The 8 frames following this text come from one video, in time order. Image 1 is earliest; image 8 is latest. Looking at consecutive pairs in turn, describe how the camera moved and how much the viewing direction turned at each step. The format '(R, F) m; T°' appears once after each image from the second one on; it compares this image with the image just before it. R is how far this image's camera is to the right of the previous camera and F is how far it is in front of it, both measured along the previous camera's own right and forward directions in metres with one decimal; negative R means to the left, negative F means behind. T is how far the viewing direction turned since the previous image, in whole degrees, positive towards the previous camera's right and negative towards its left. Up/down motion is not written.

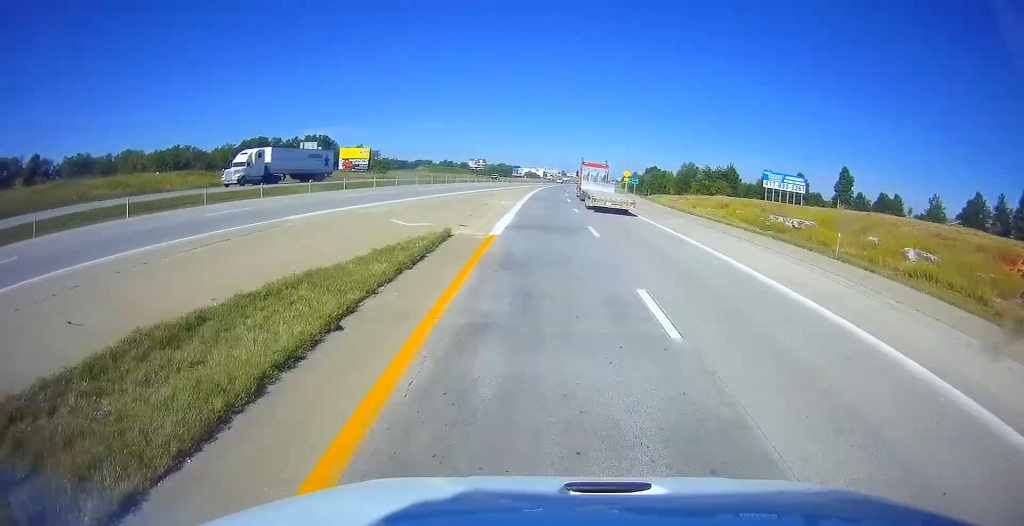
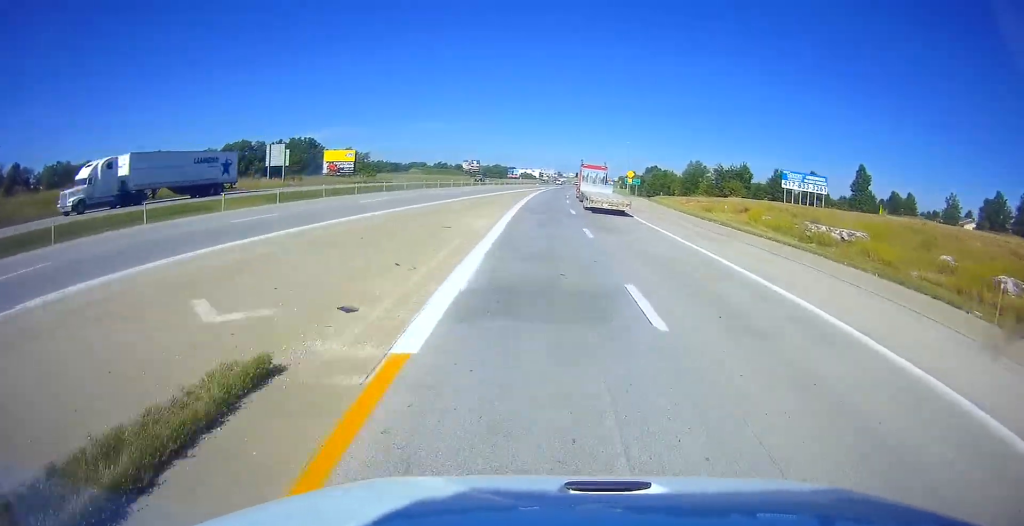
(0.0, +11.7) m; 0°
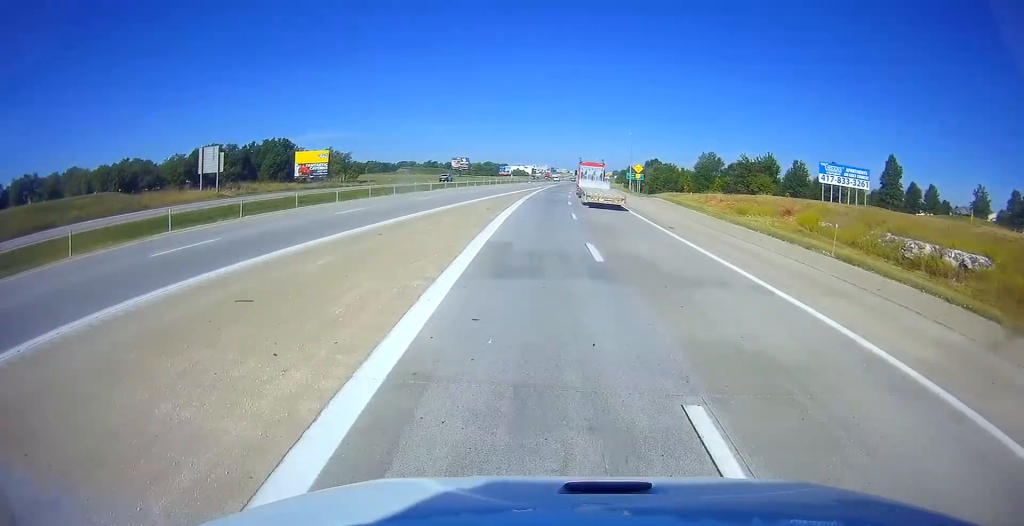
(+0.1, +18.2) m; 0°
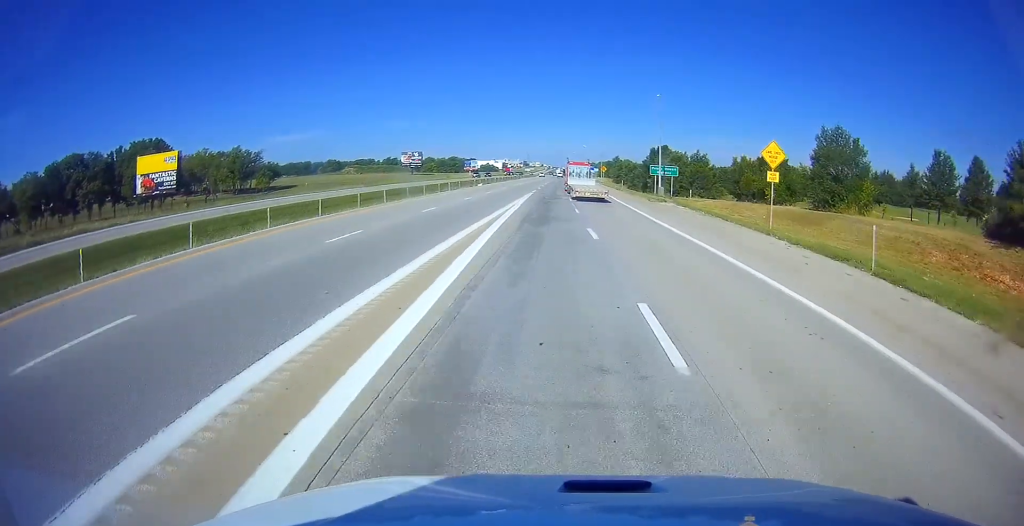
(+1.2, +68.9) m; +3°
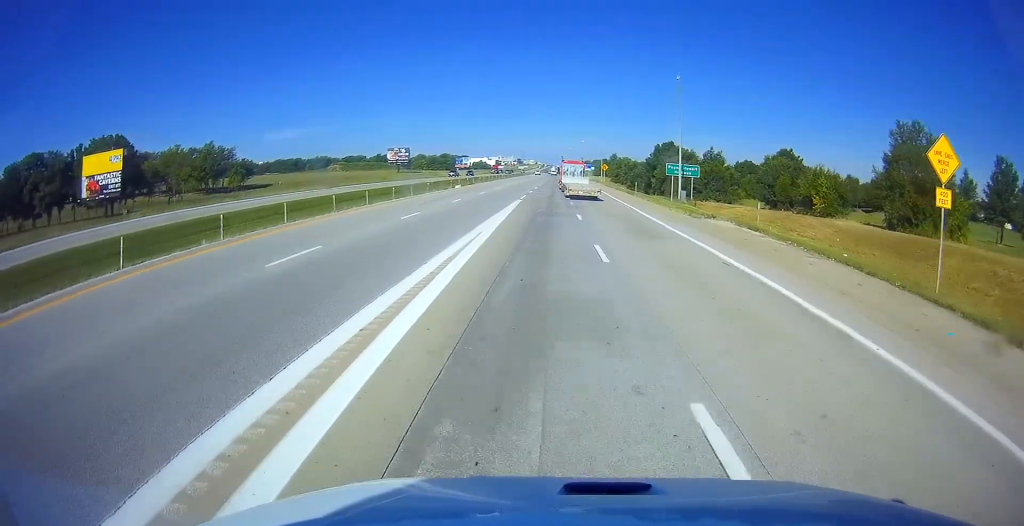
(+0.2, +16.8) m; 0°
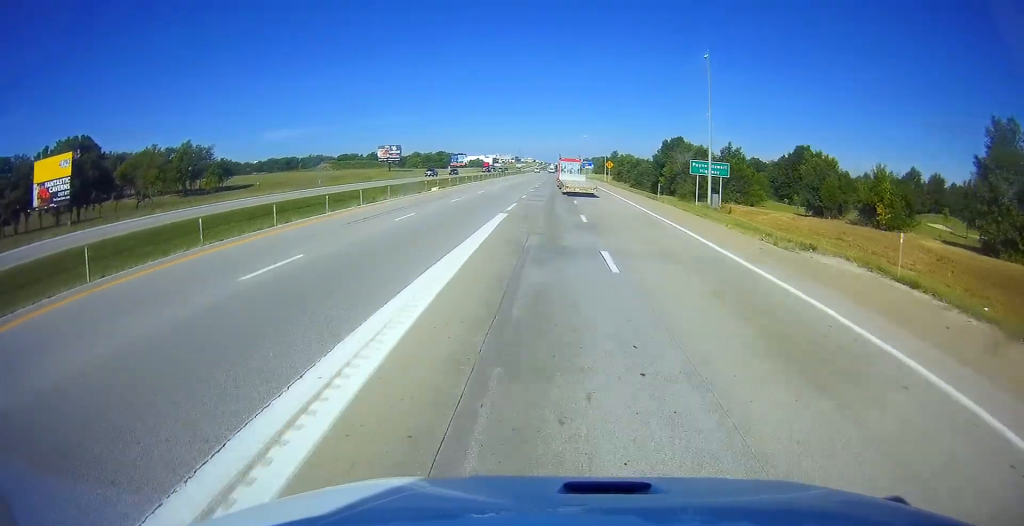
(+0.1, +14.0) m; 0°
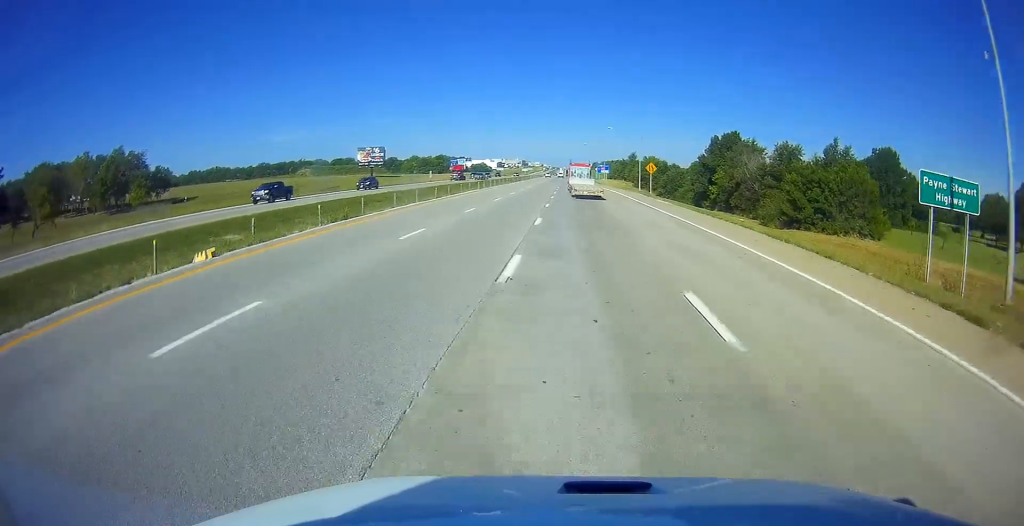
(-0.3, +41.4) m; 0°
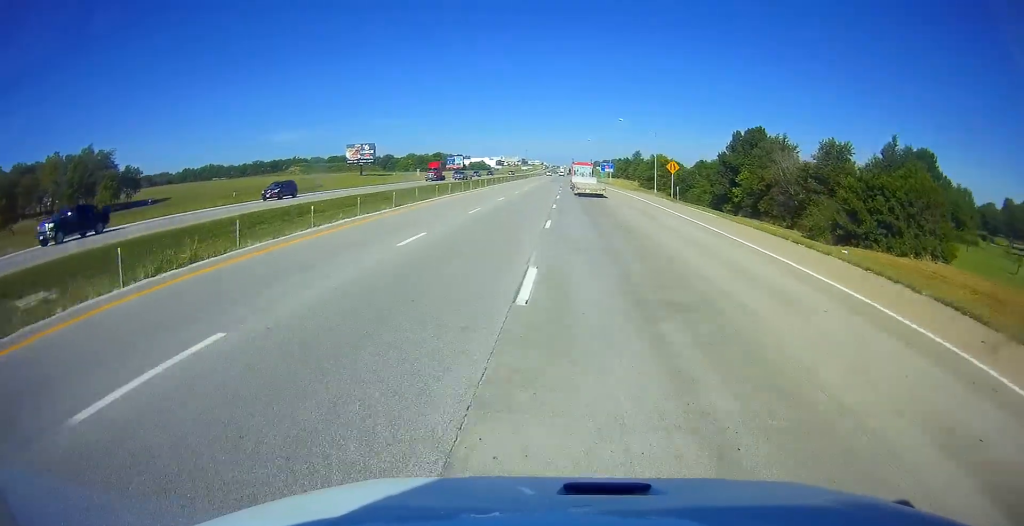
(0.0, +14.2) m; 0°
